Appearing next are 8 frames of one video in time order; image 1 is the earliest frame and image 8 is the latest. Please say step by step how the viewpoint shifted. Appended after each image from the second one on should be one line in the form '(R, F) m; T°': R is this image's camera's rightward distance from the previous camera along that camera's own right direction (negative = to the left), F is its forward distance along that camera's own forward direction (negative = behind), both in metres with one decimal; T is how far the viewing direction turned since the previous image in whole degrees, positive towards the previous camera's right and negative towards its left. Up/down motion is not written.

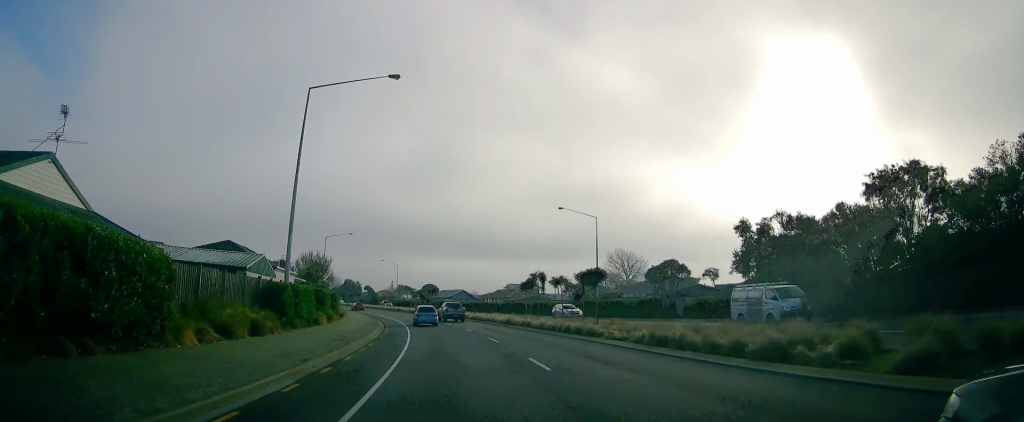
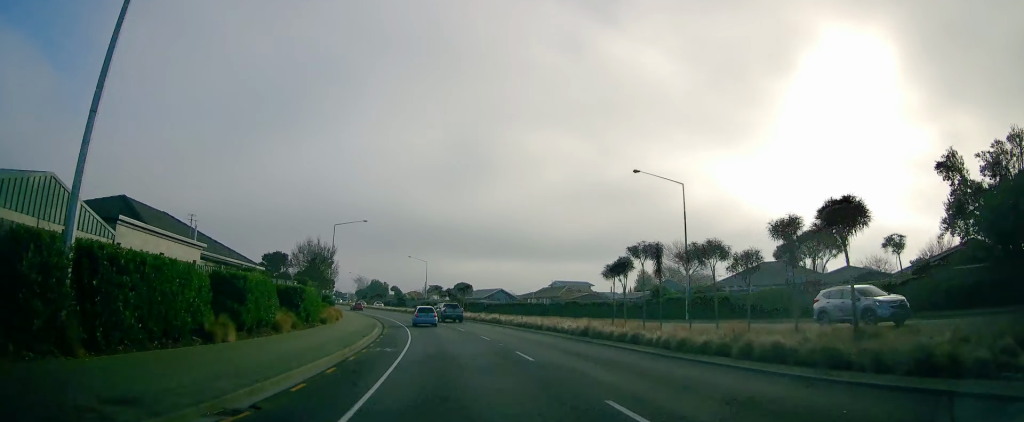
(-0.7, +17.8) m; -5°
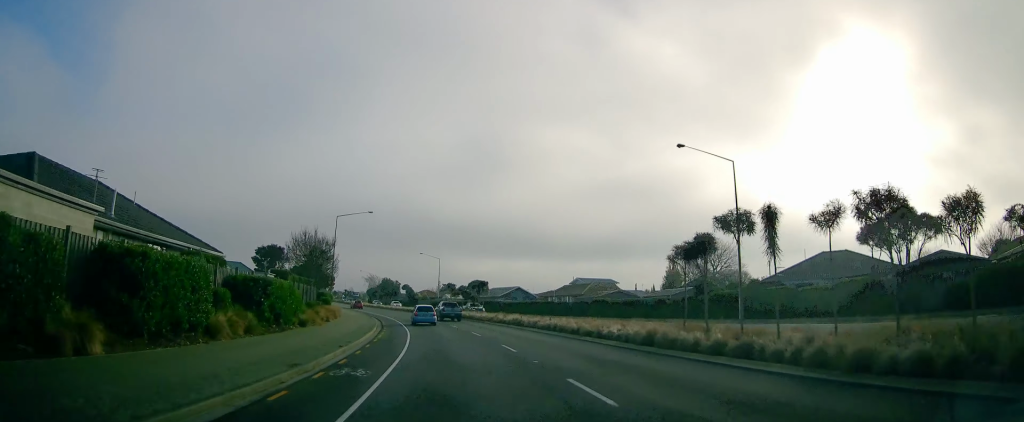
(+0.3, +7.3) m; -2°
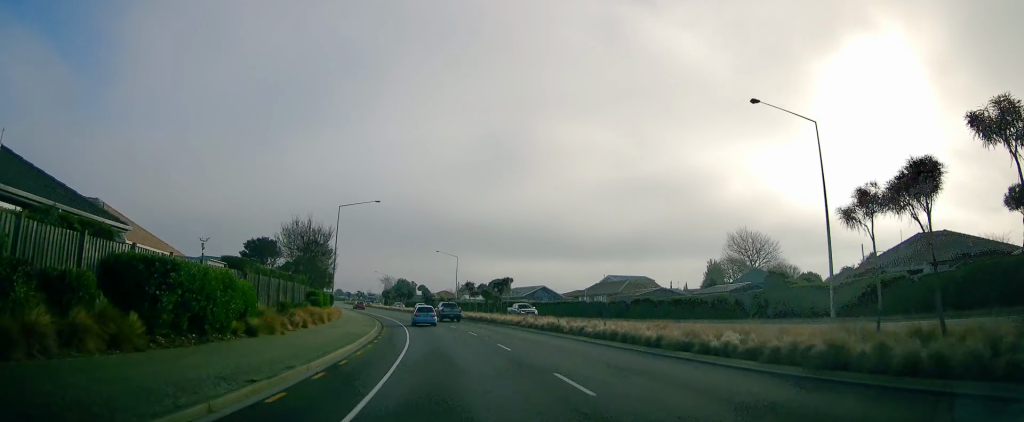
(-0.6, +9.0) m; -2°
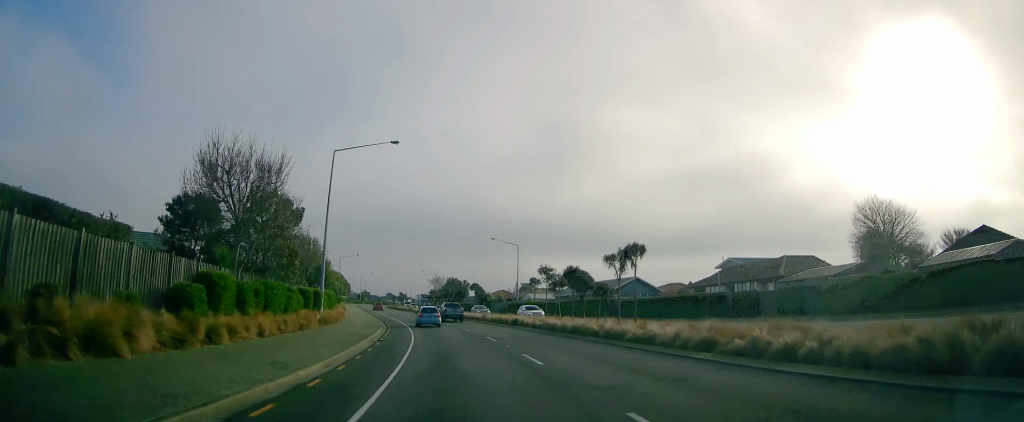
(-1.0, +25.0) m; -2°
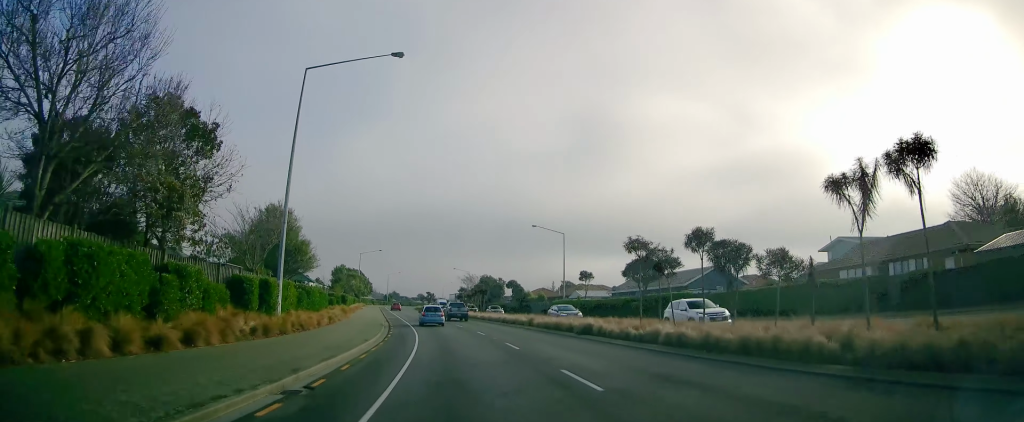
(0.0, +15.0) m; -4°
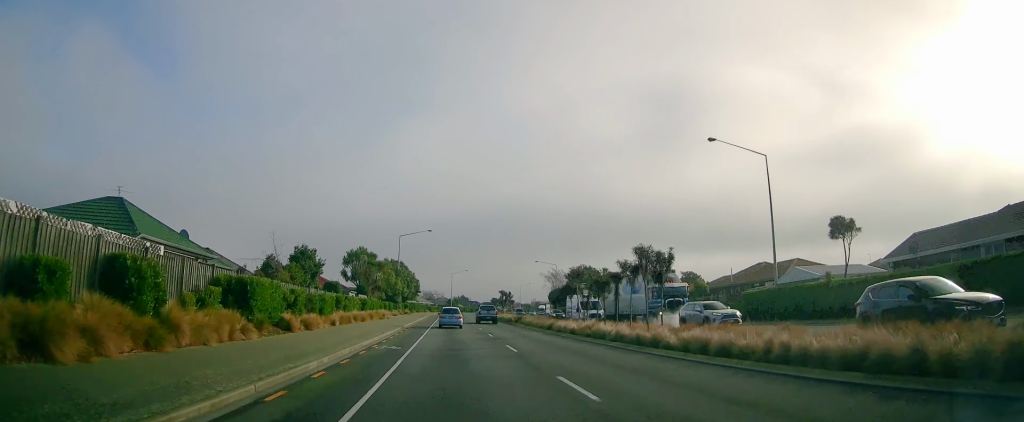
(-3.3, +40.9) m; -10°
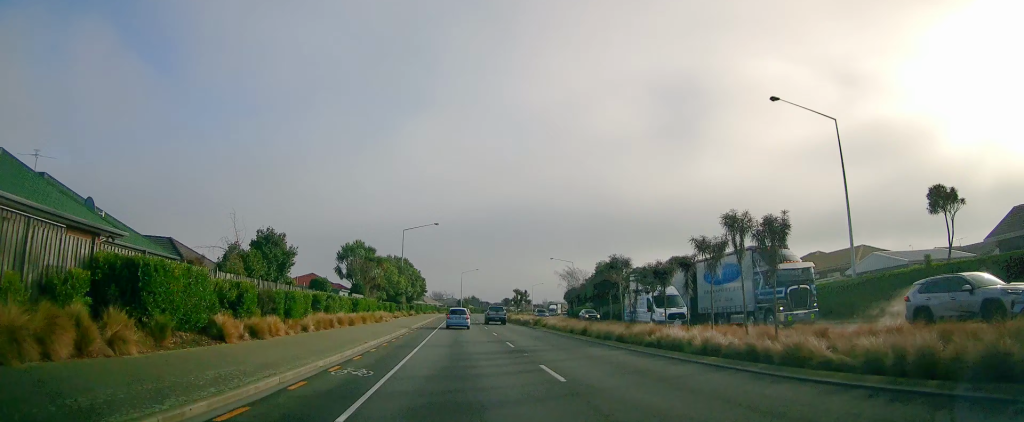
(-0.6, +7.7) m; -2°
